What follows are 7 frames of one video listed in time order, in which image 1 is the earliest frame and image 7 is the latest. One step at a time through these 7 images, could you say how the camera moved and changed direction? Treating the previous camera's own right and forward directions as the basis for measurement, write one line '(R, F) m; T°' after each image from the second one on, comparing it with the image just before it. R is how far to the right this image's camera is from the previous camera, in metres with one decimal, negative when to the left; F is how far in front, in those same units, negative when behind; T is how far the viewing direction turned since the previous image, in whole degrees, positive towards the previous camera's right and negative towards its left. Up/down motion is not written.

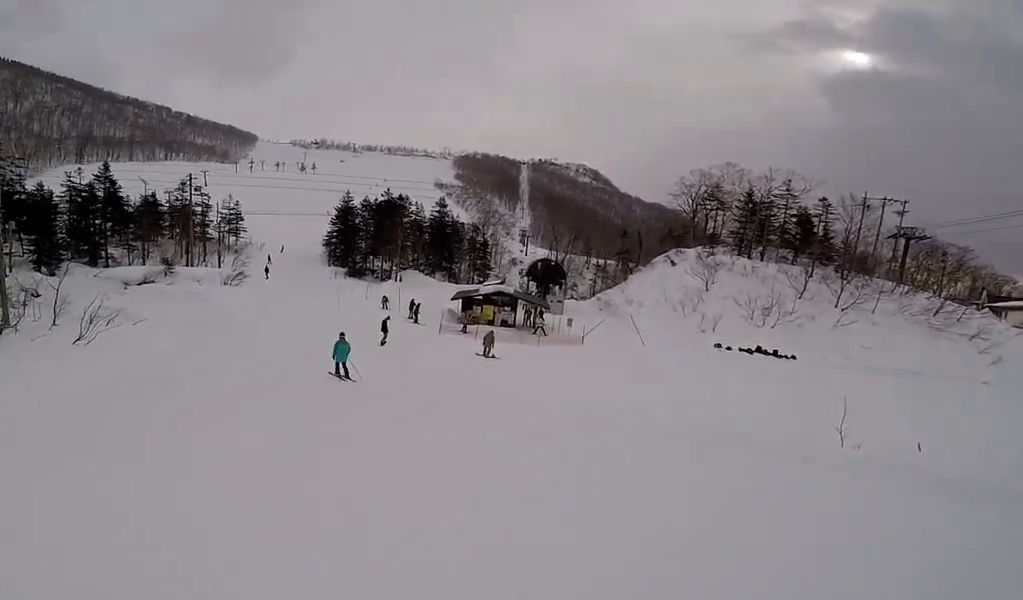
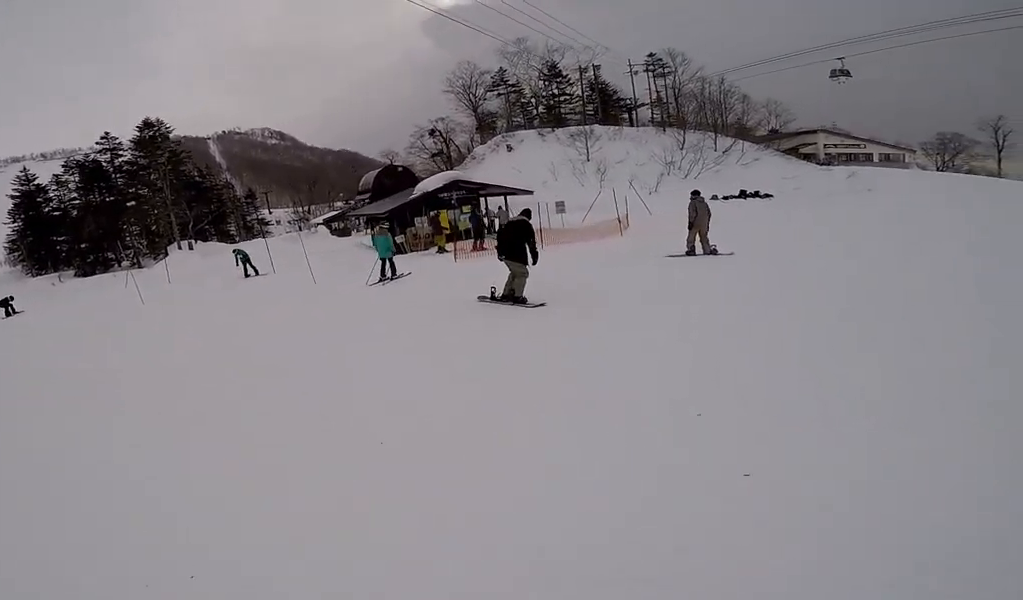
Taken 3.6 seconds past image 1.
(-1.2, +20.4) m; +21°
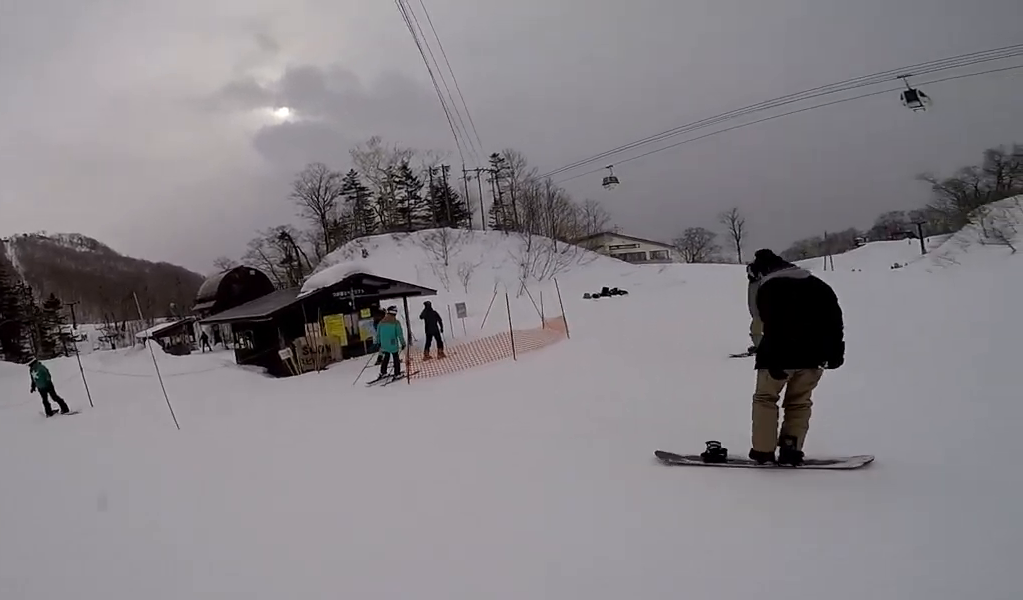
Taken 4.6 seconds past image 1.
(+0.3, +5.2) m; +17°
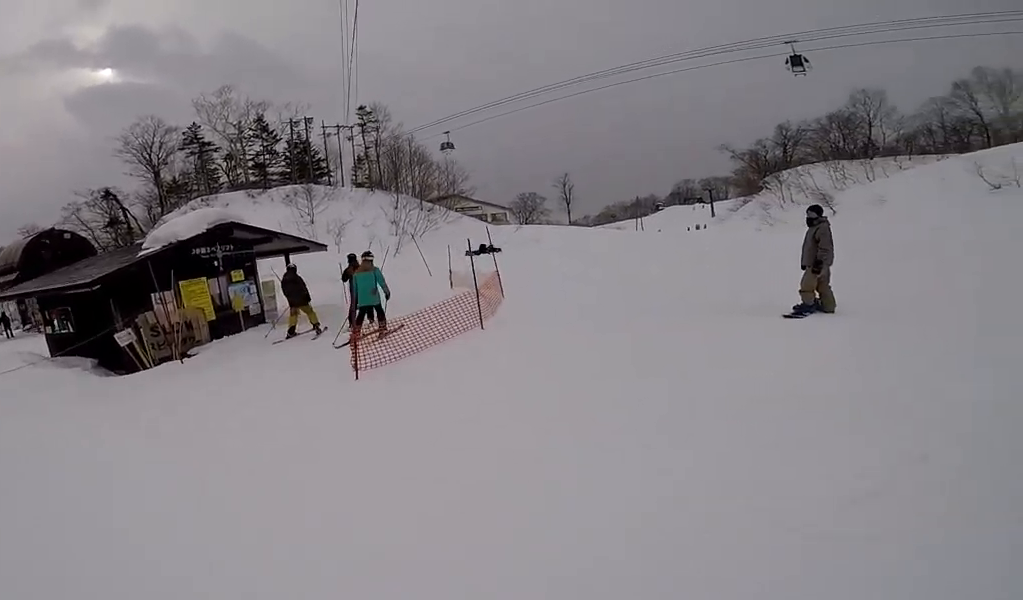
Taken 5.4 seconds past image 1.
(+0.9, +3.5) m; +27°
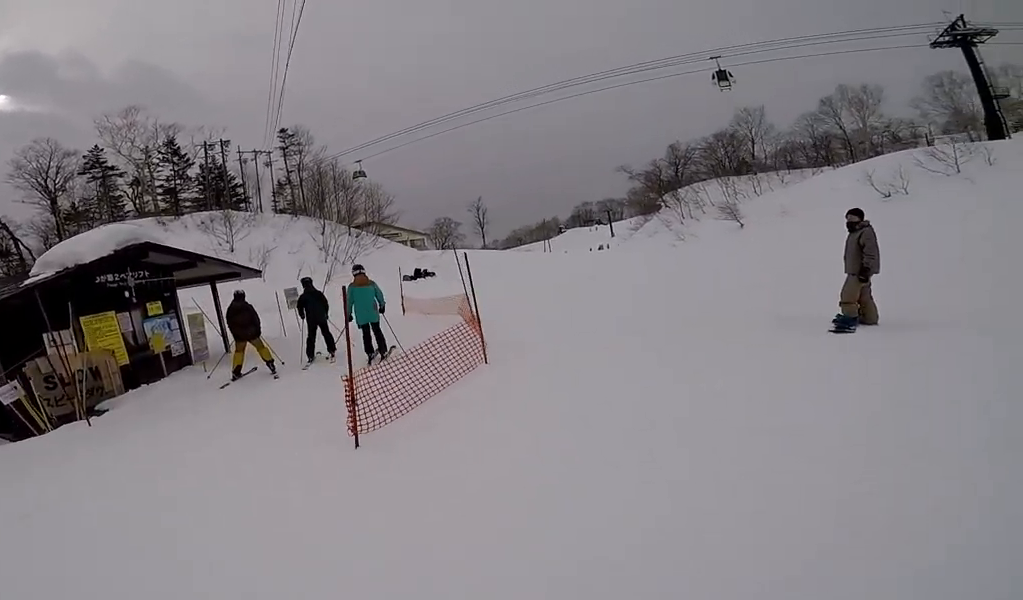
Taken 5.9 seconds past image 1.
(+0.3, +1.7) m; +16°
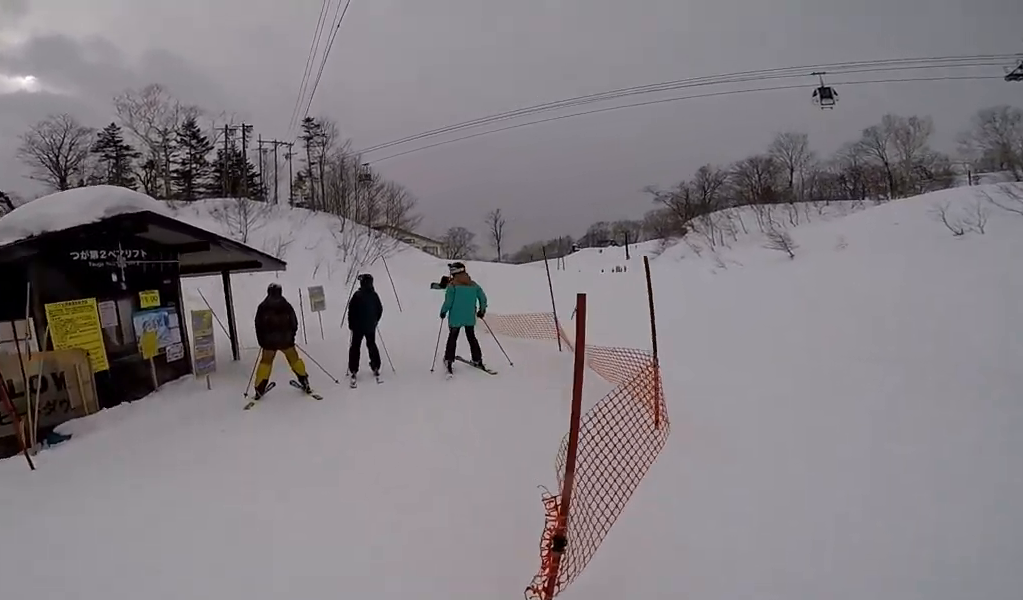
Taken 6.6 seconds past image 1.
(+0.8, +2.3) m; +23°
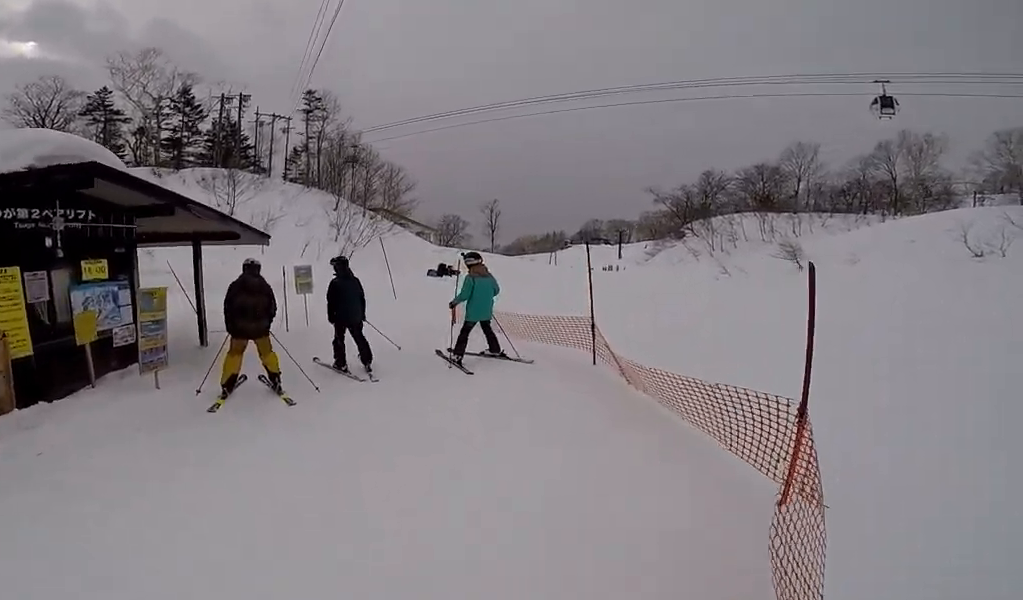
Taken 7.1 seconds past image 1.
(+0.2, +1.5) m; -3°
